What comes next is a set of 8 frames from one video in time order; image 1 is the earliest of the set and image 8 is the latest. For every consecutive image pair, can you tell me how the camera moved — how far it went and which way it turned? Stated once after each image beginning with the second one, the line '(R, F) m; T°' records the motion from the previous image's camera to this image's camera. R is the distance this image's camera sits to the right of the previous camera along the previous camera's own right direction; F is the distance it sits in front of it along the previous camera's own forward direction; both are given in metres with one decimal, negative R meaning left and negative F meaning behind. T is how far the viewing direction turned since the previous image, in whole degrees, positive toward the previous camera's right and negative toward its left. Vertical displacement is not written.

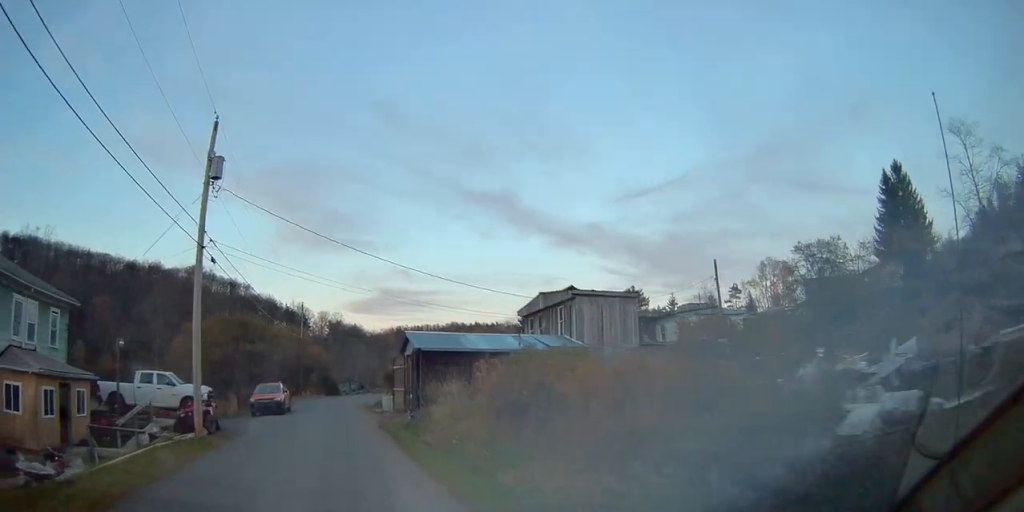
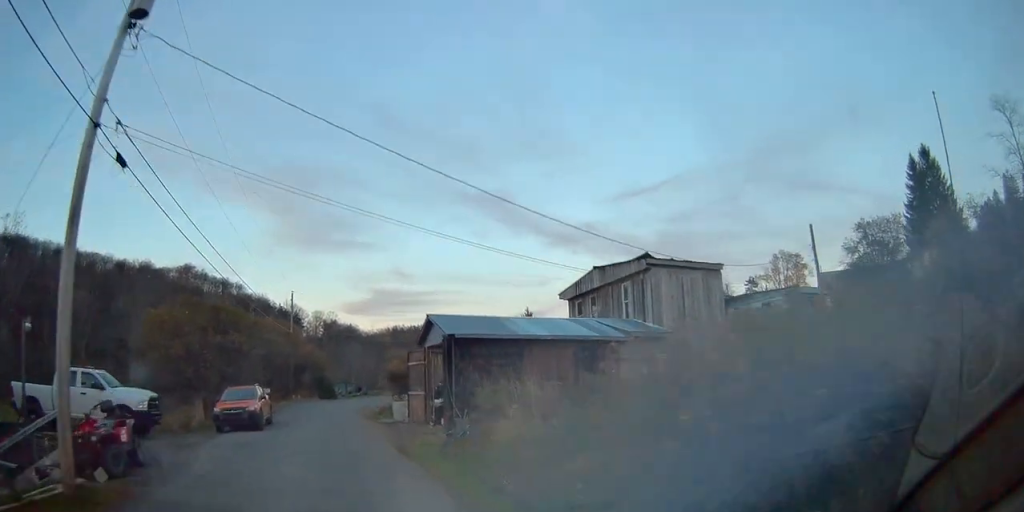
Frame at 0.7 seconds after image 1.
(-0.2, +8.2) m; 0°
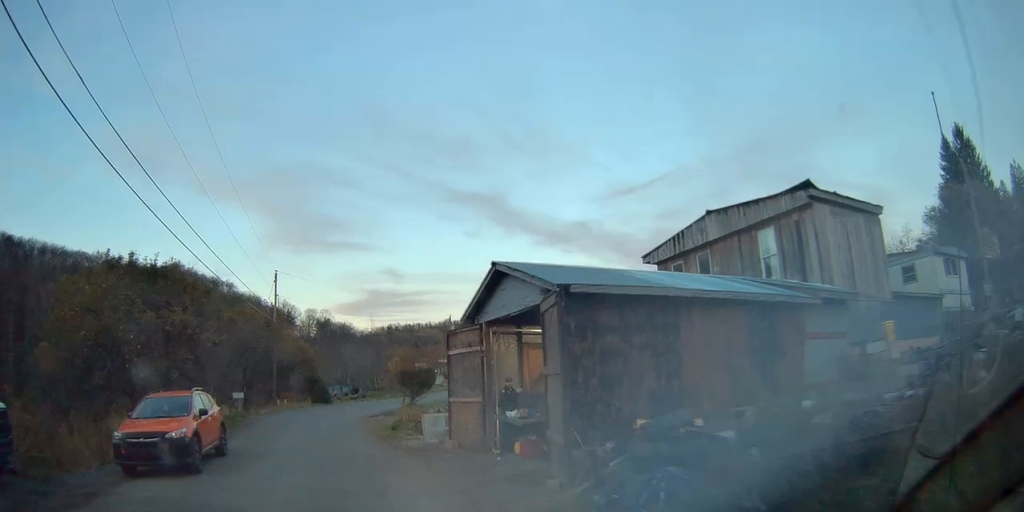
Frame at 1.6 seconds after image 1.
(+0.3, +9.7) m; +1°
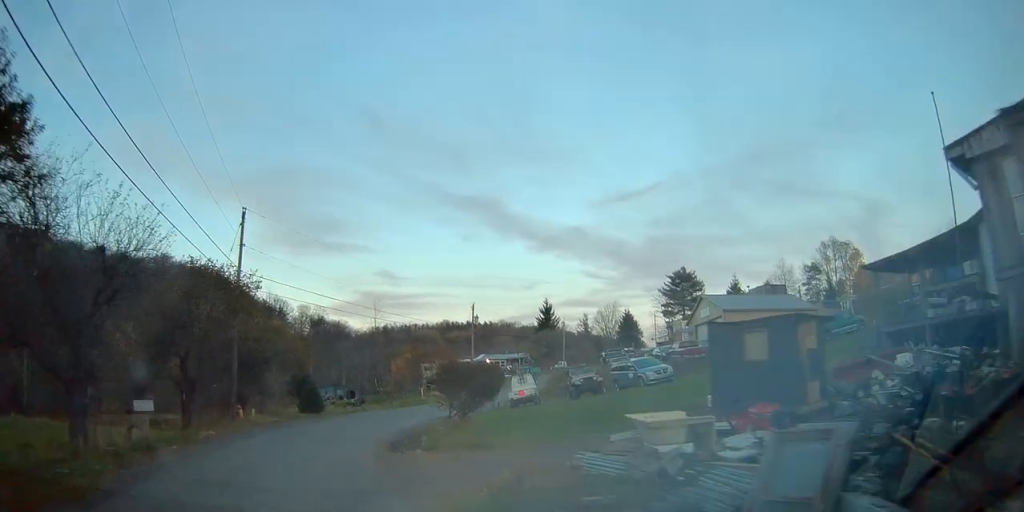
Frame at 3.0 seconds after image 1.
(0.0, +14.8) m; +1°
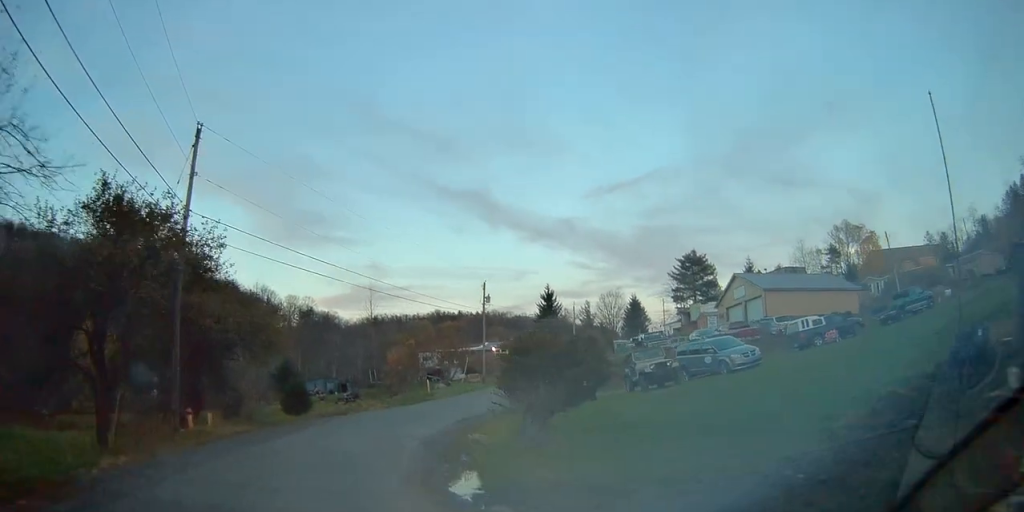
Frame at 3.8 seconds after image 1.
(+0.3, +8.6) m; +1°
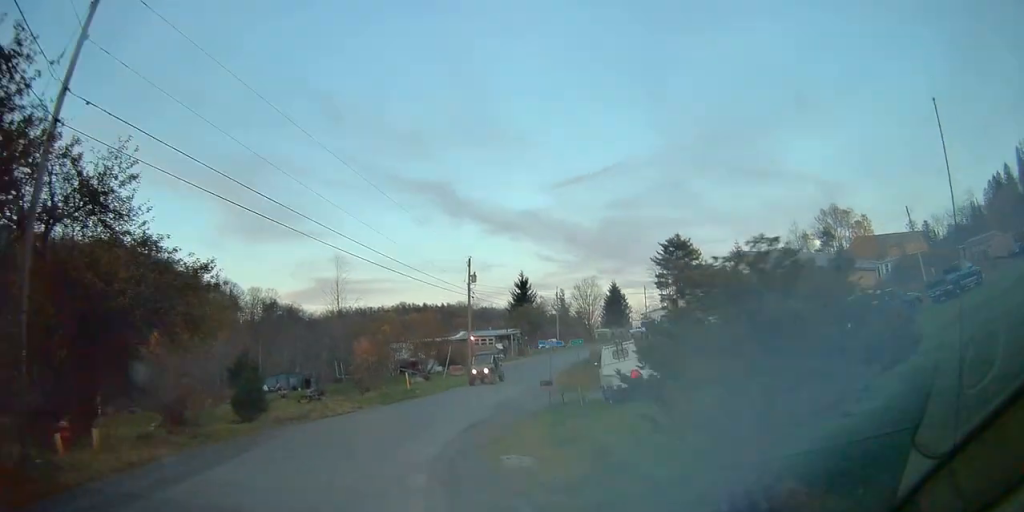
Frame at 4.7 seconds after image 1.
(-0.2, +8.2) m; +1°
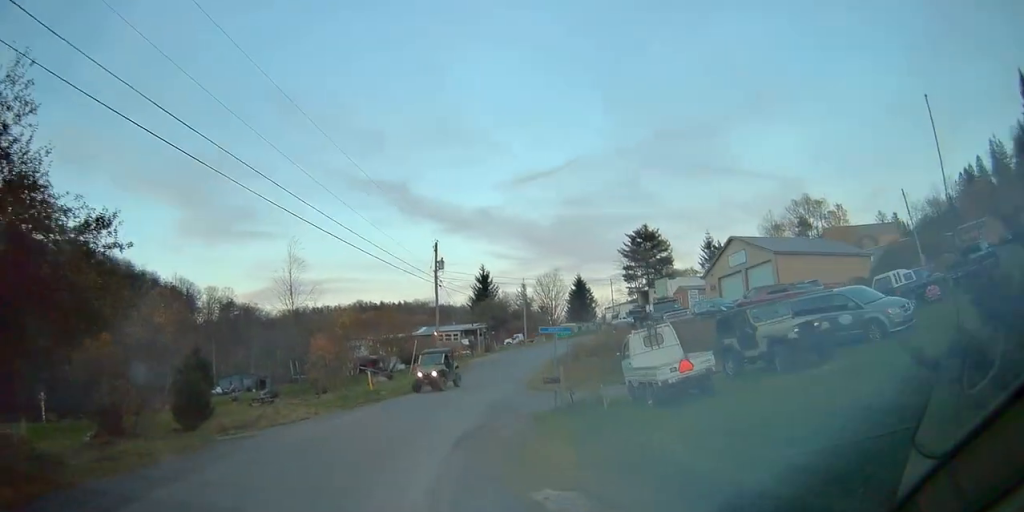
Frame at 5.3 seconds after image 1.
(+0.3, +5.0) m; +3°
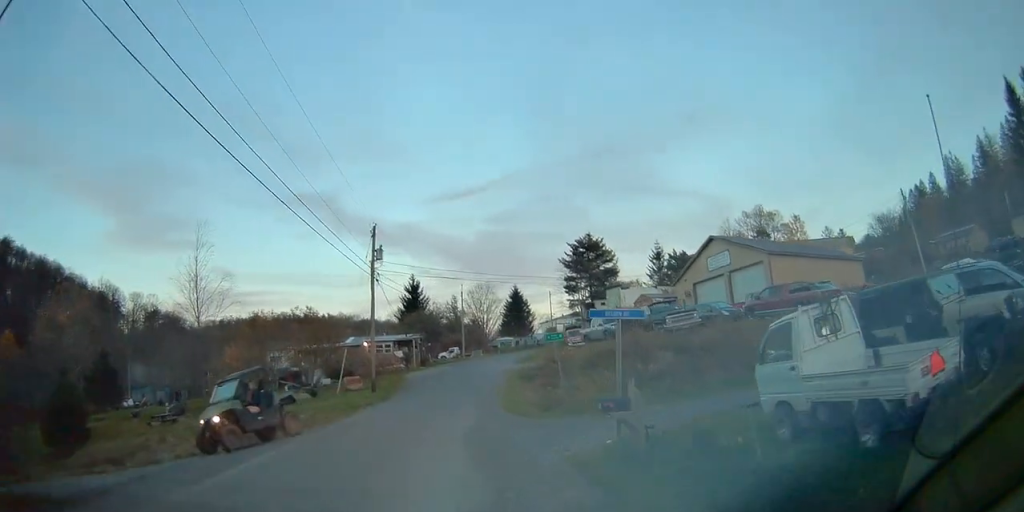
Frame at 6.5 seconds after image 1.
(+0.5, +9.4) m; +8°
